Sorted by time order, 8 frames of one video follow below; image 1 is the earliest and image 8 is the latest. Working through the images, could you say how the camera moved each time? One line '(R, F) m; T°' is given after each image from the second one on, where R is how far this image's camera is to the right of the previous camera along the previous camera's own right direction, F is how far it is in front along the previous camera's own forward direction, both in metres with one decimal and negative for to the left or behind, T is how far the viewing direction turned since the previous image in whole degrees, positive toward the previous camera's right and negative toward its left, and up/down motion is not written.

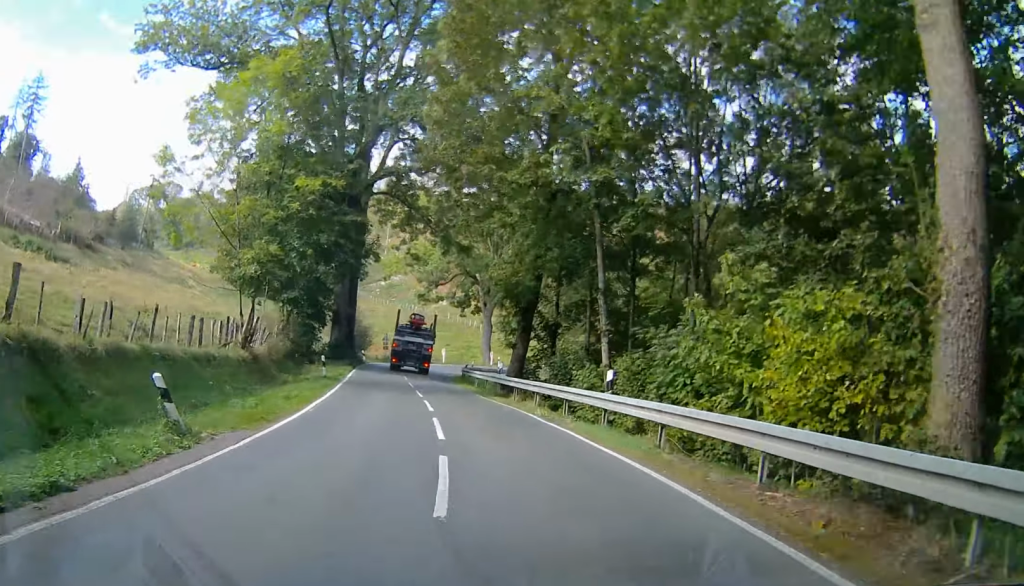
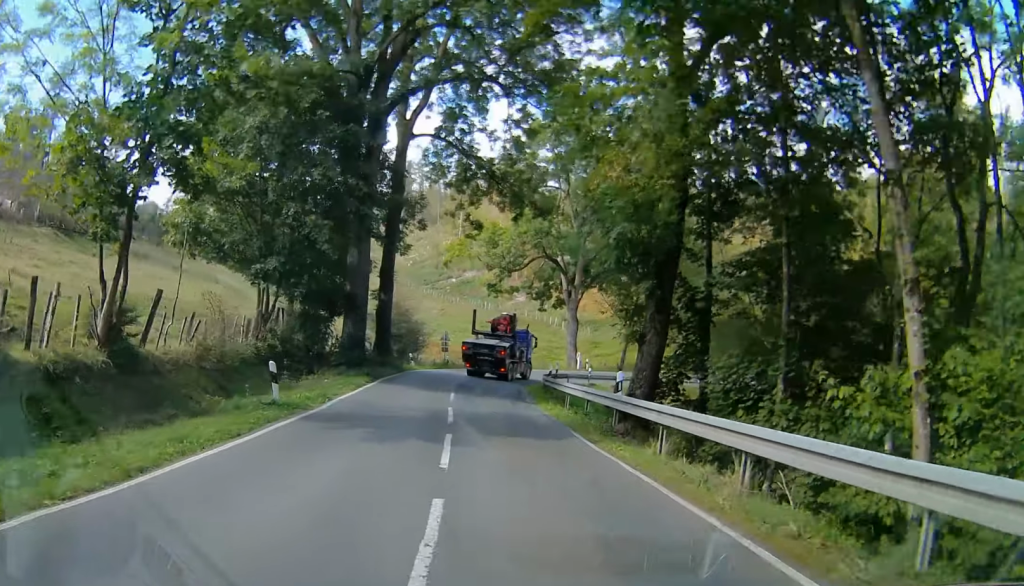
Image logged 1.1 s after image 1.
(-0.8, +13.4) m; -7°
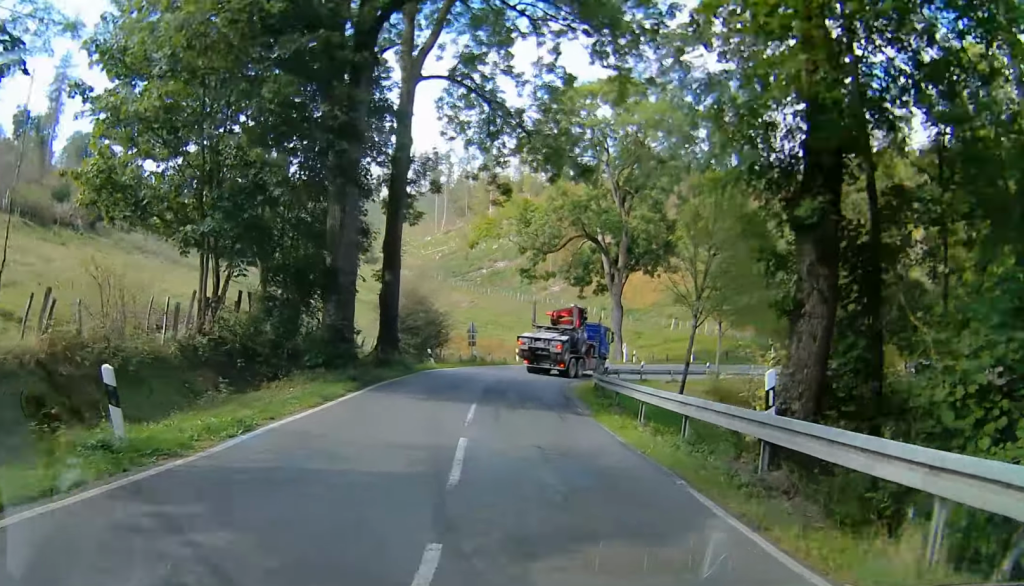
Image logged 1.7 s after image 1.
(-0.3, +6.6) m; -3°
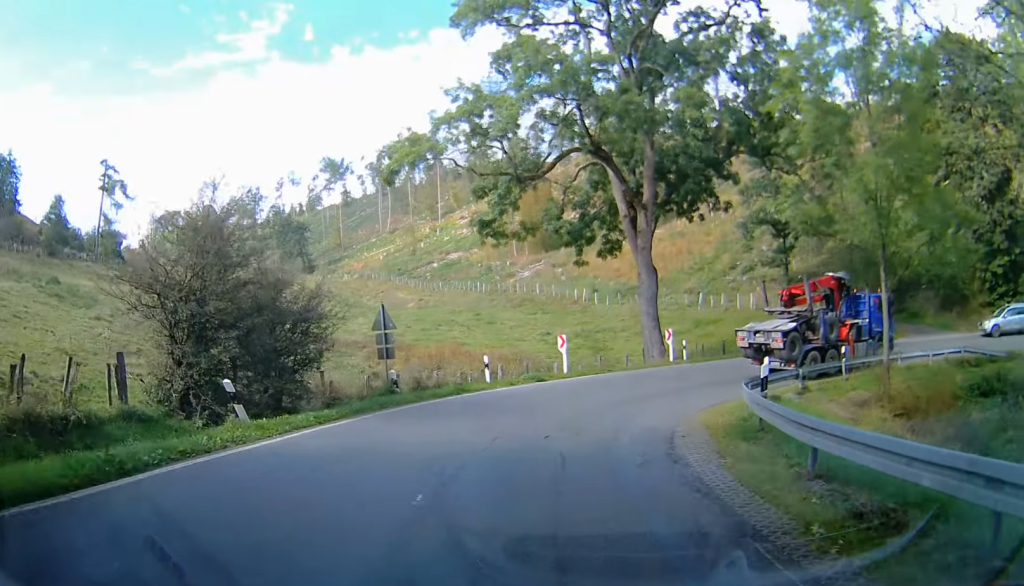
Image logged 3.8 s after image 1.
(-0.3, +21.9) m; -1°
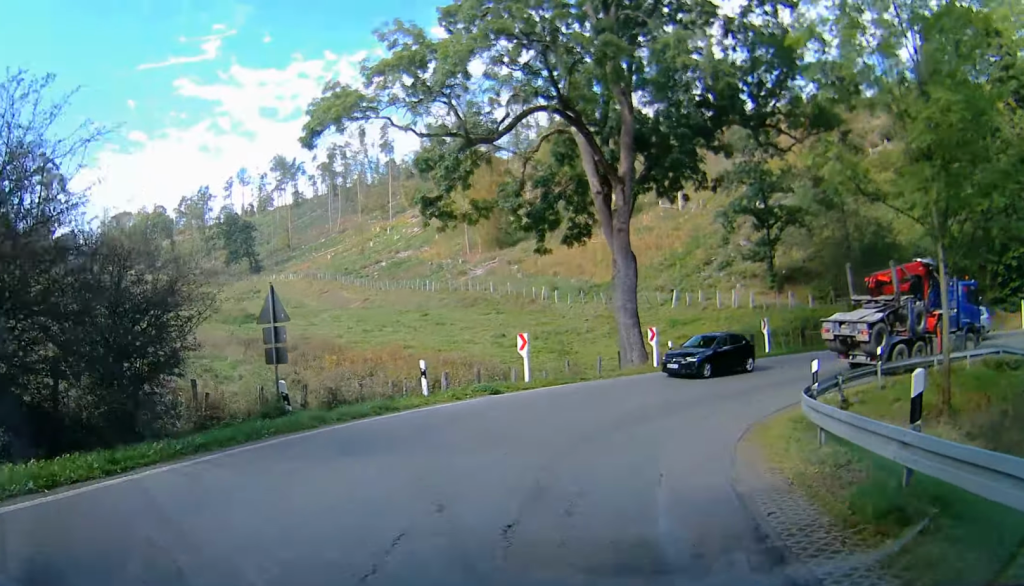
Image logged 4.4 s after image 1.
(0.0, +6.3) m; 0°
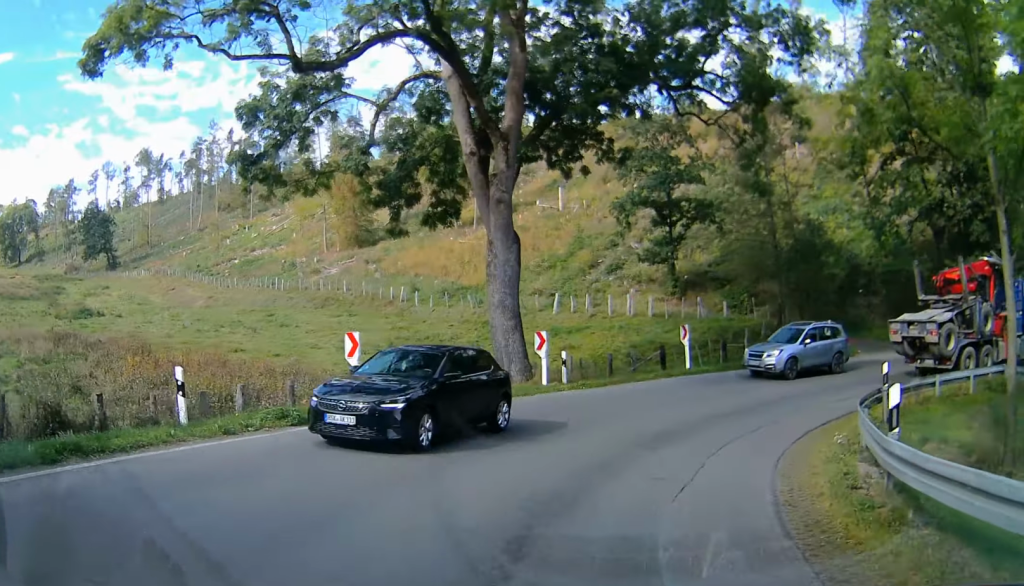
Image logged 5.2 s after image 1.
(0.0, +9.0) m; +9°
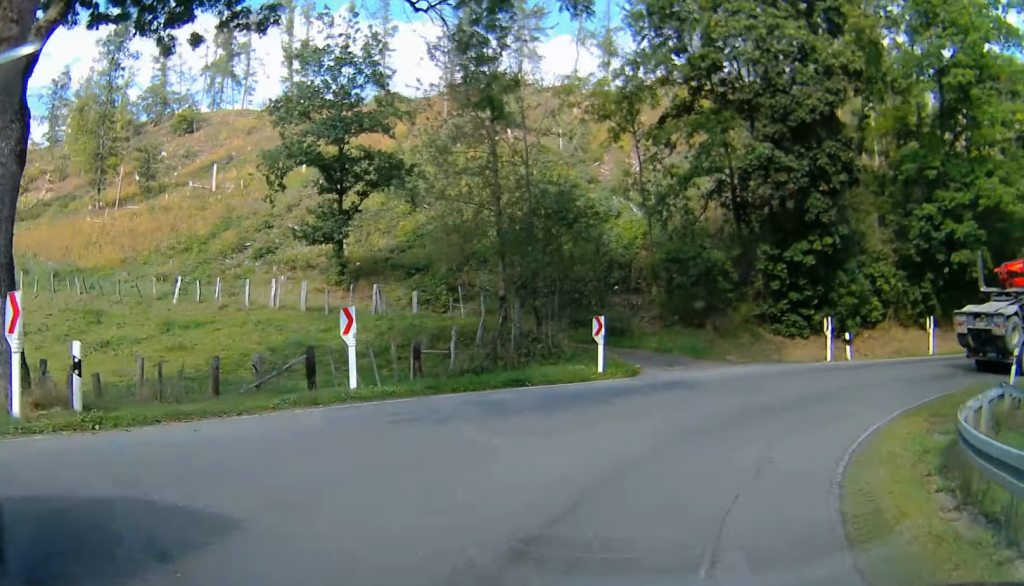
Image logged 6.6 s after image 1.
(+3.2, +14.0) m; +29°
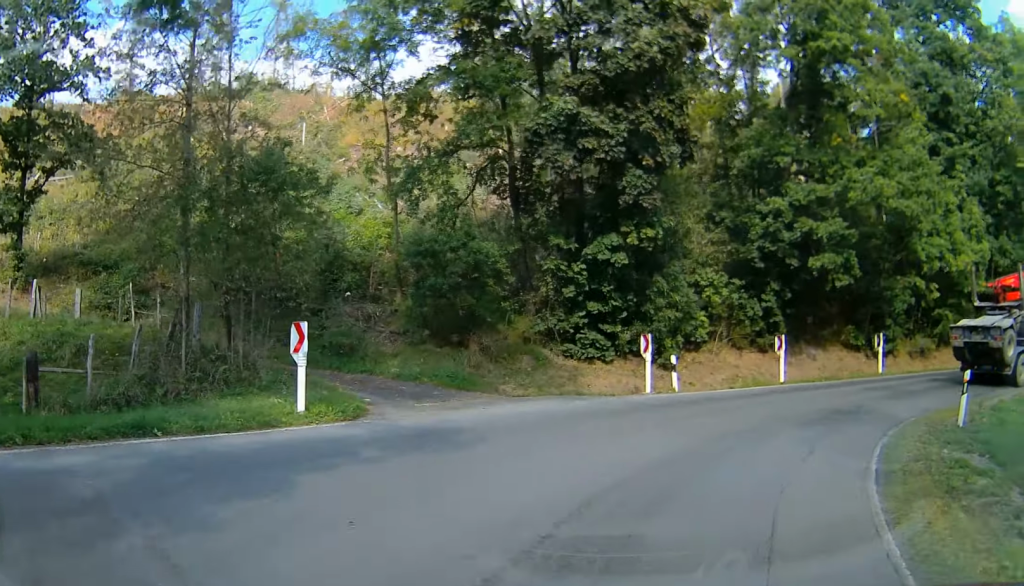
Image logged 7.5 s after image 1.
(0.0, +9.1) m; +44°
